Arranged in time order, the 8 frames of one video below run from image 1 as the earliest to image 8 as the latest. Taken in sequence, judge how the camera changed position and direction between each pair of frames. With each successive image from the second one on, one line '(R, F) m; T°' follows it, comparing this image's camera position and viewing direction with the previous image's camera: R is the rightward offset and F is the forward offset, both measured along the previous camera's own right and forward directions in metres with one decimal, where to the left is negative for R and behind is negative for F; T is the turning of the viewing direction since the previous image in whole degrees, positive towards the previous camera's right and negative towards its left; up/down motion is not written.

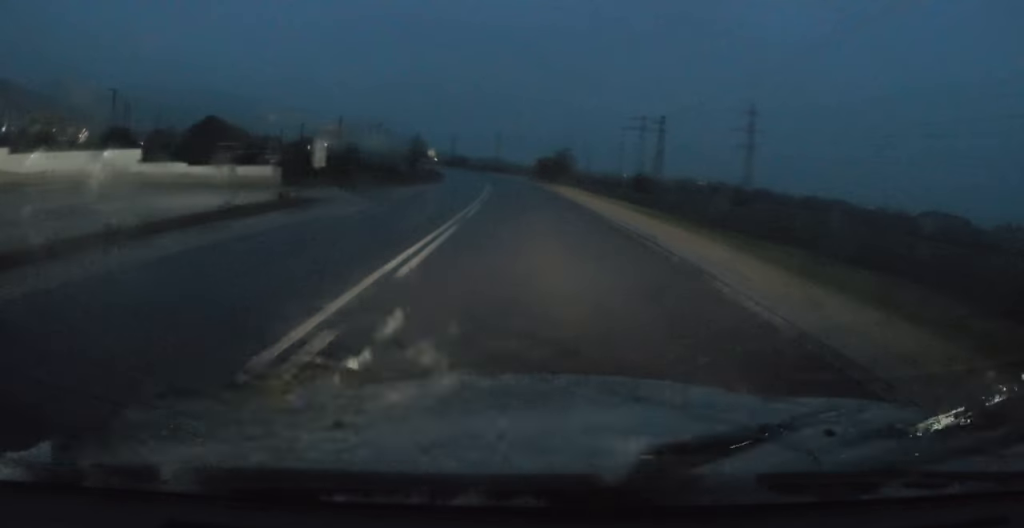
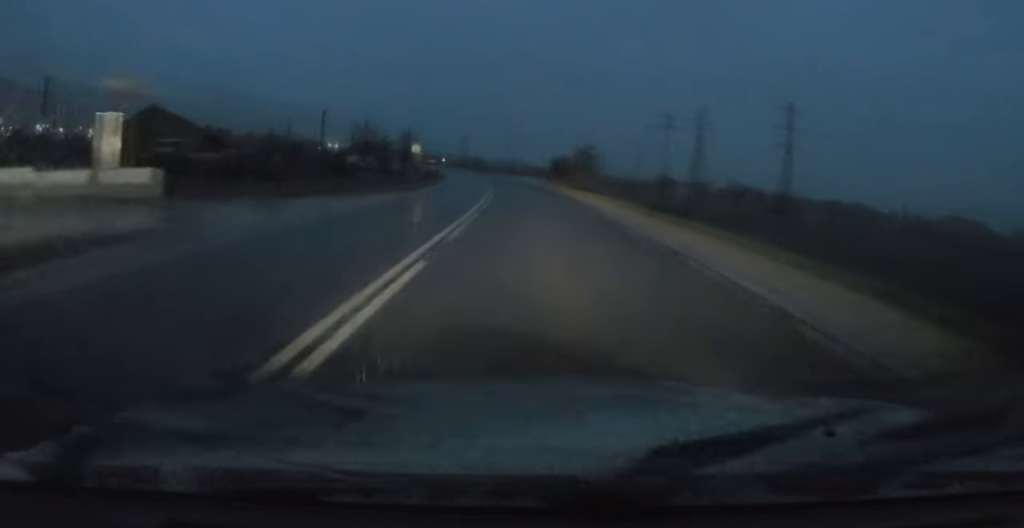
(-0.1, +13.8) m; -1°
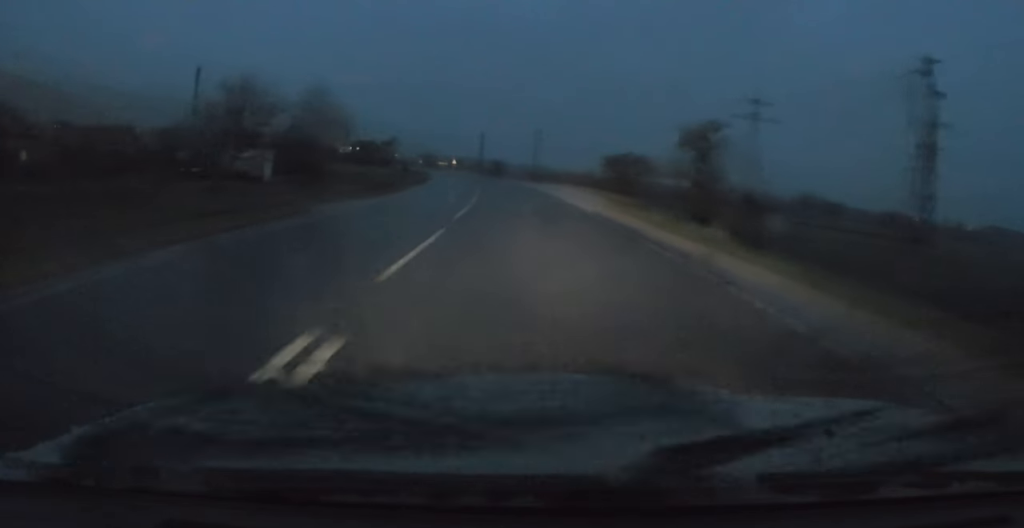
(-0.9, +38.9) m; -2°
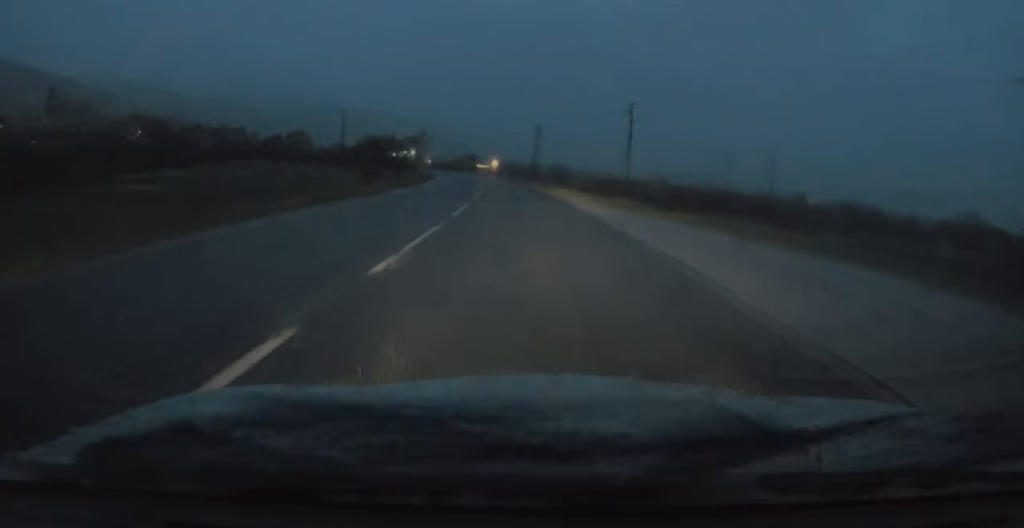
(-2.9, +52.8) m; -6°
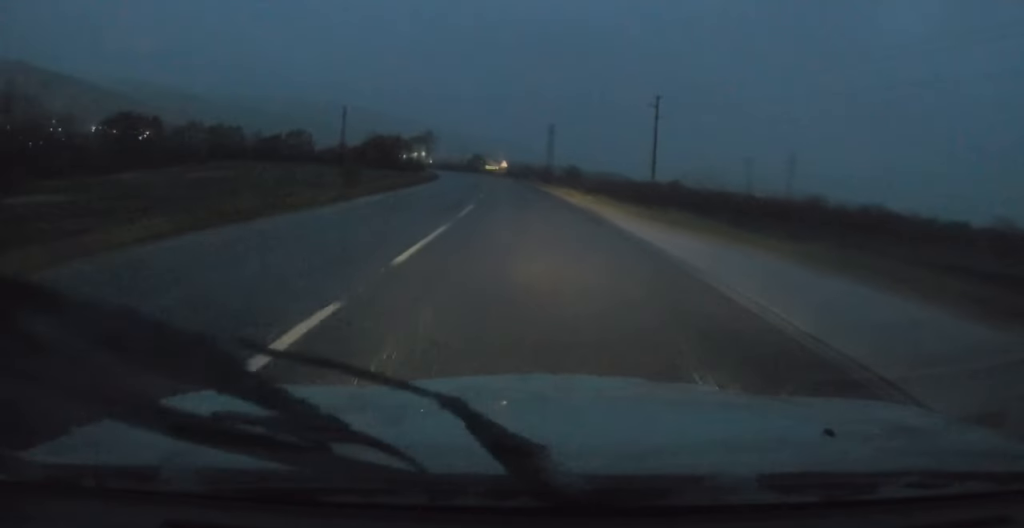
(0.0, +7.9) m; -1°
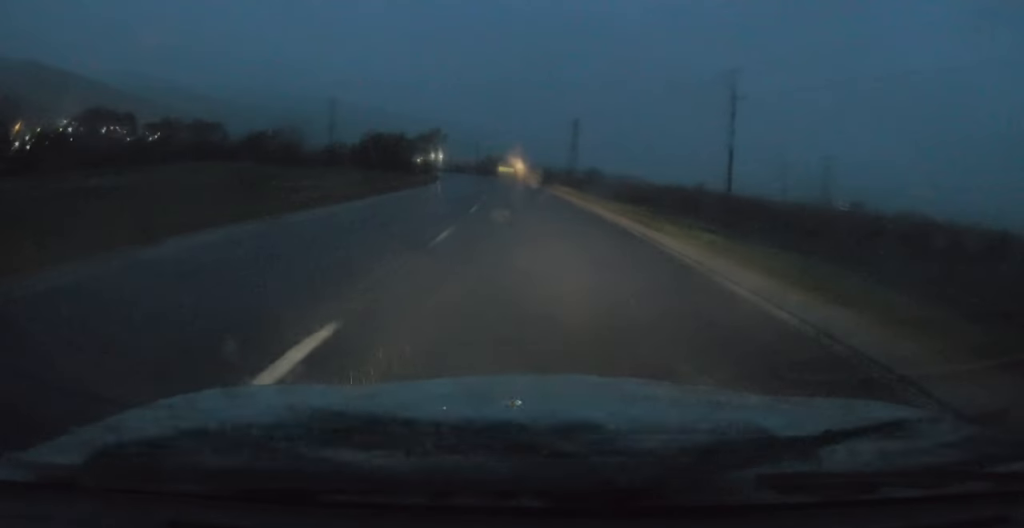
(-0.3, +18.4) m; -1°
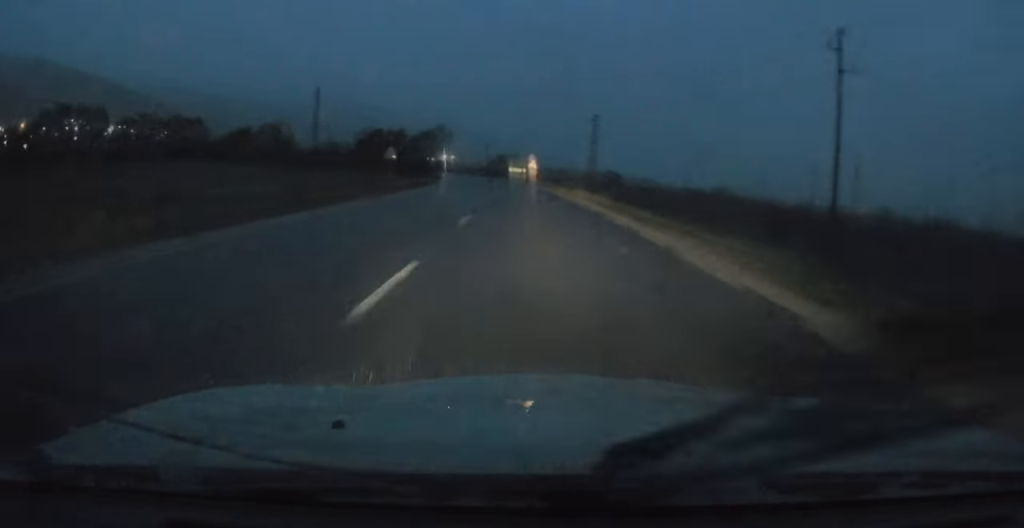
(-0.1, +13.7) m; -1°
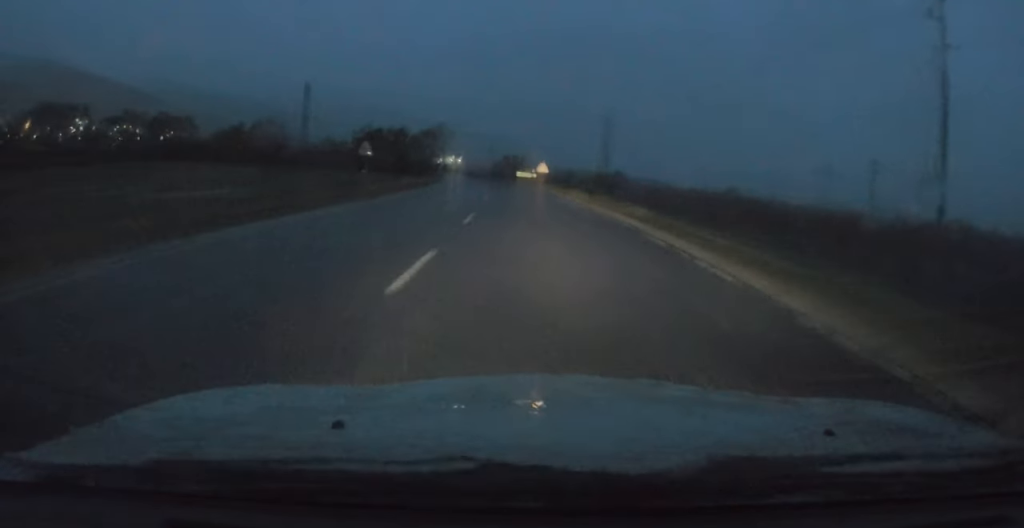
(+0.2, +7.8) m; -1°
